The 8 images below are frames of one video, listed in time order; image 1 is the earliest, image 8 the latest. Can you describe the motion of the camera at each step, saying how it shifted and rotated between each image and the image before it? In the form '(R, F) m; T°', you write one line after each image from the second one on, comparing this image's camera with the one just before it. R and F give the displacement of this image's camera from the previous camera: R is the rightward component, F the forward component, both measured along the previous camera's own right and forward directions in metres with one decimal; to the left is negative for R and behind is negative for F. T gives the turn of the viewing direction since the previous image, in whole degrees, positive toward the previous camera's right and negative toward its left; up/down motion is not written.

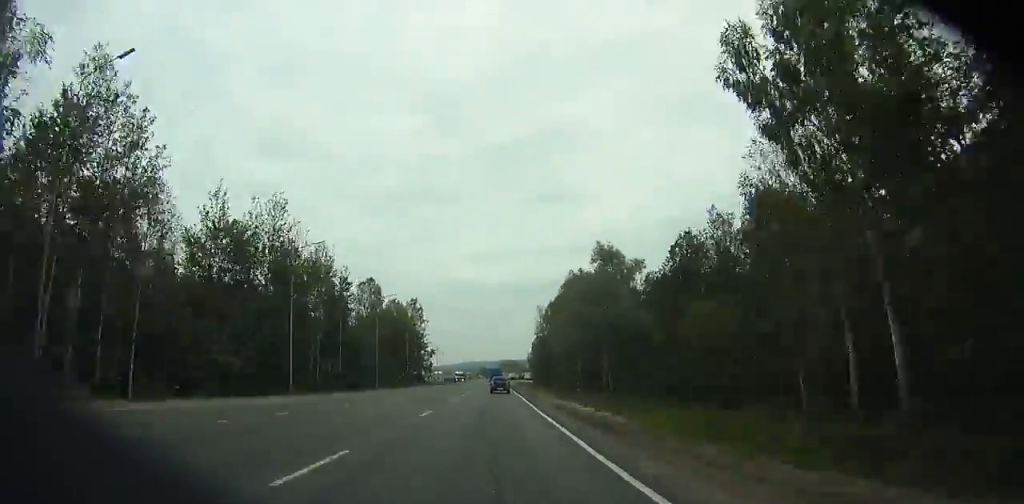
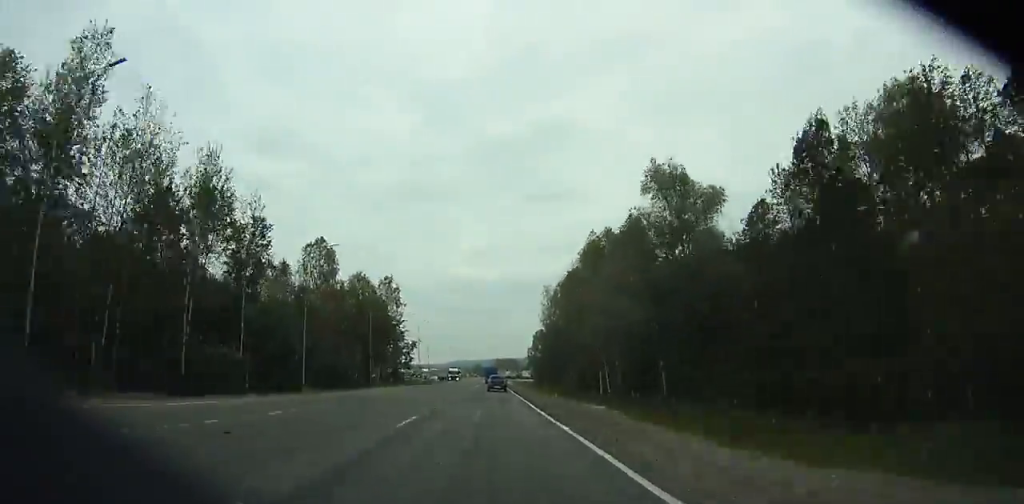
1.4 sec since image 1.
(0.0, +28.3) m; 0°
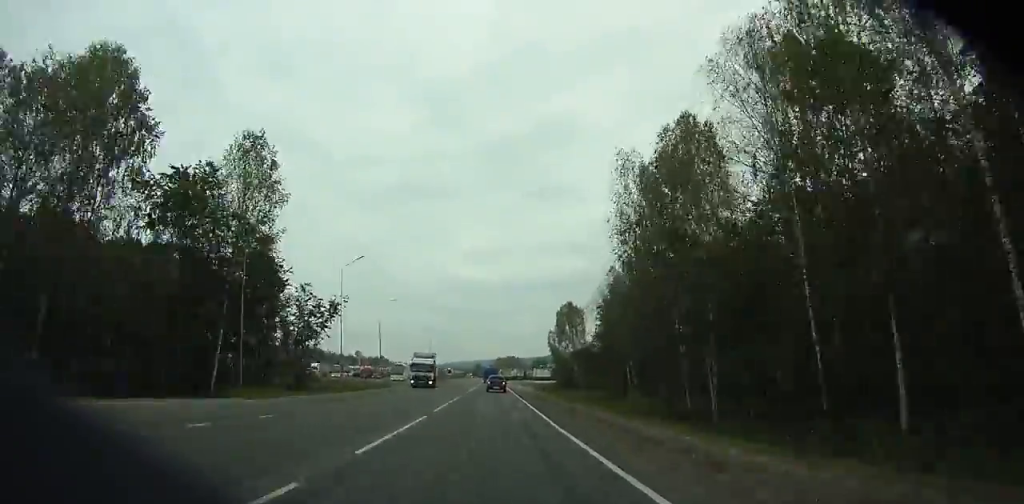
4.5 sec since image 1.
(0.0, +61.7) m; 0°
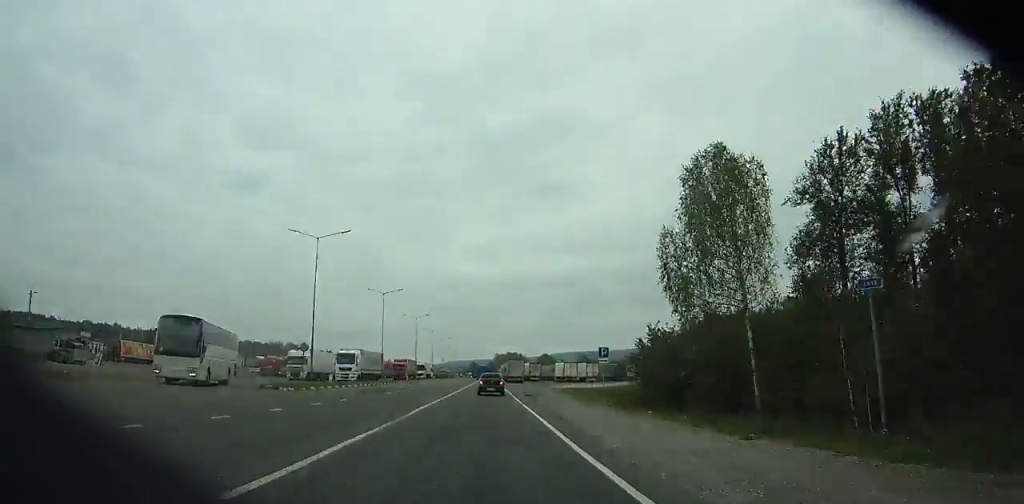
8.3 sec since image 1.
(+0.3, +70.6) m; 0°
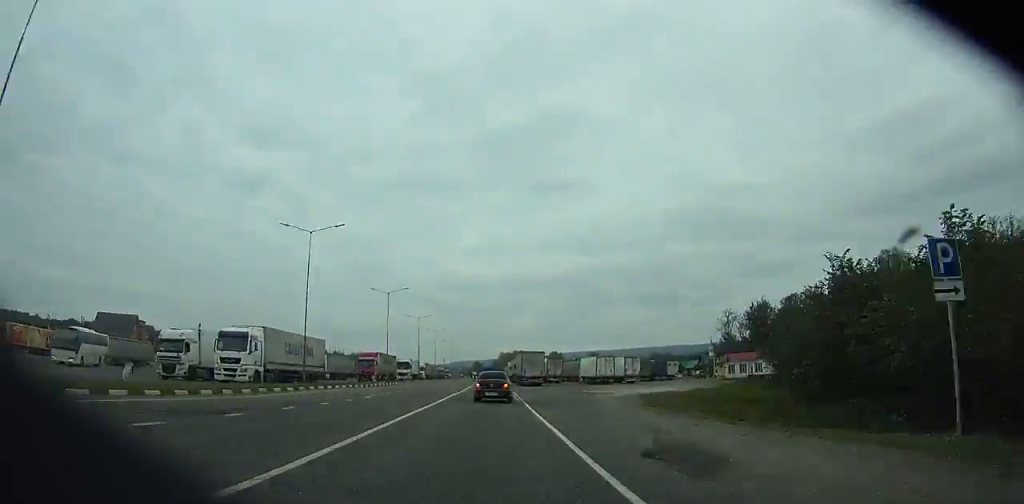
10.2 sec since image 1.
(+0.1, +32.8) m; 0°
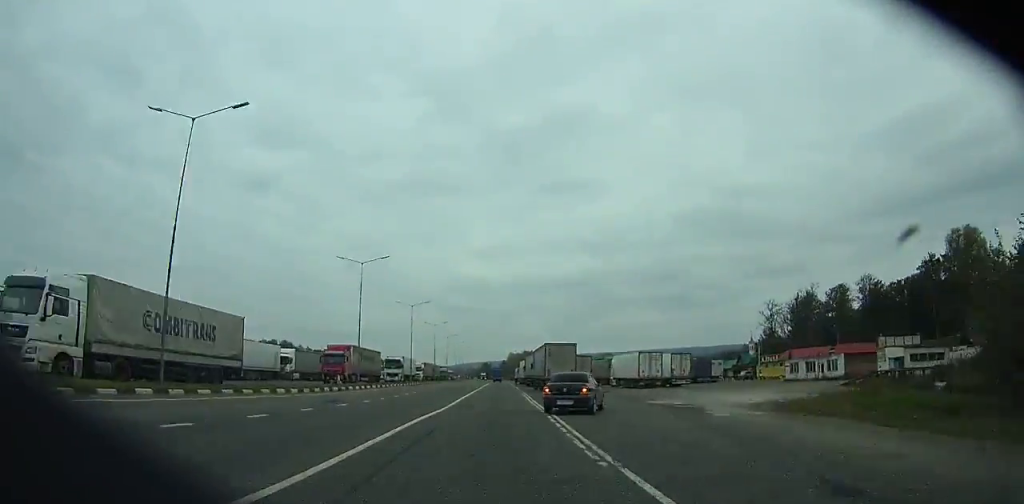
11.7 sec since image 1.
(-0.2, +23.8) m; 0°
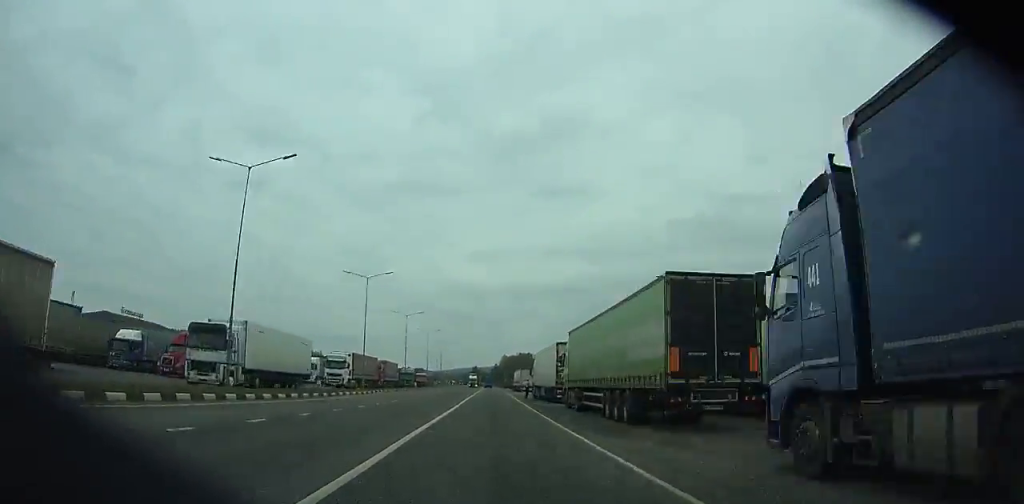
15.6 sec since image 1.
(-0.2, +60.9) m; 0°
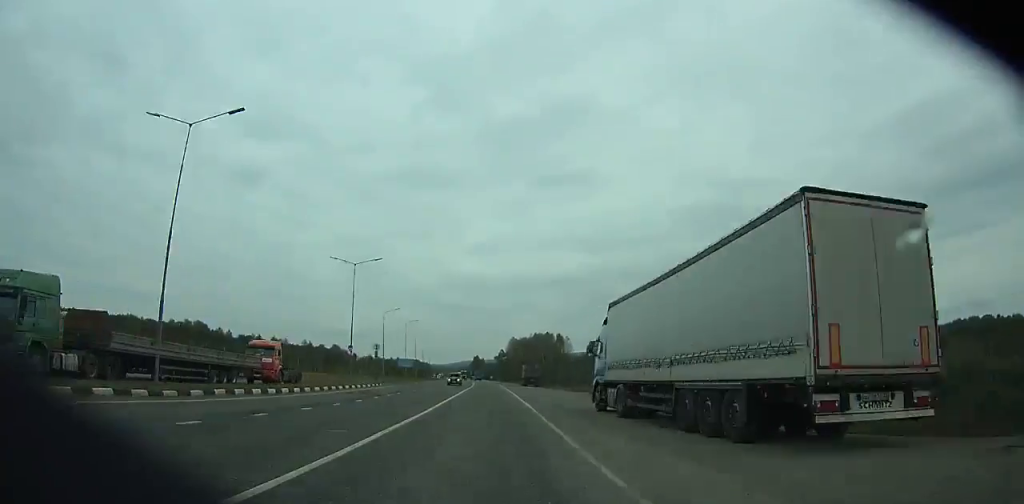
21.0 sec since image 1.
(+0.4, +91.4) m; 0°
